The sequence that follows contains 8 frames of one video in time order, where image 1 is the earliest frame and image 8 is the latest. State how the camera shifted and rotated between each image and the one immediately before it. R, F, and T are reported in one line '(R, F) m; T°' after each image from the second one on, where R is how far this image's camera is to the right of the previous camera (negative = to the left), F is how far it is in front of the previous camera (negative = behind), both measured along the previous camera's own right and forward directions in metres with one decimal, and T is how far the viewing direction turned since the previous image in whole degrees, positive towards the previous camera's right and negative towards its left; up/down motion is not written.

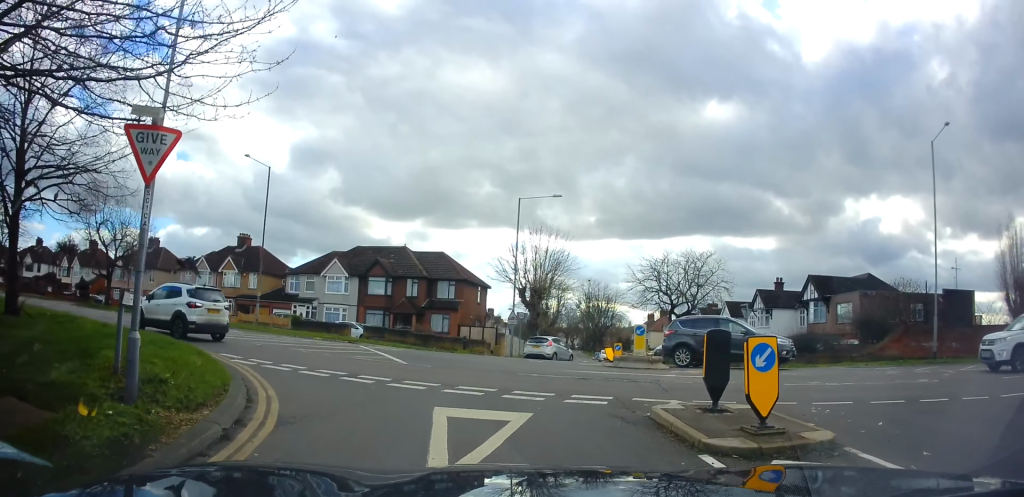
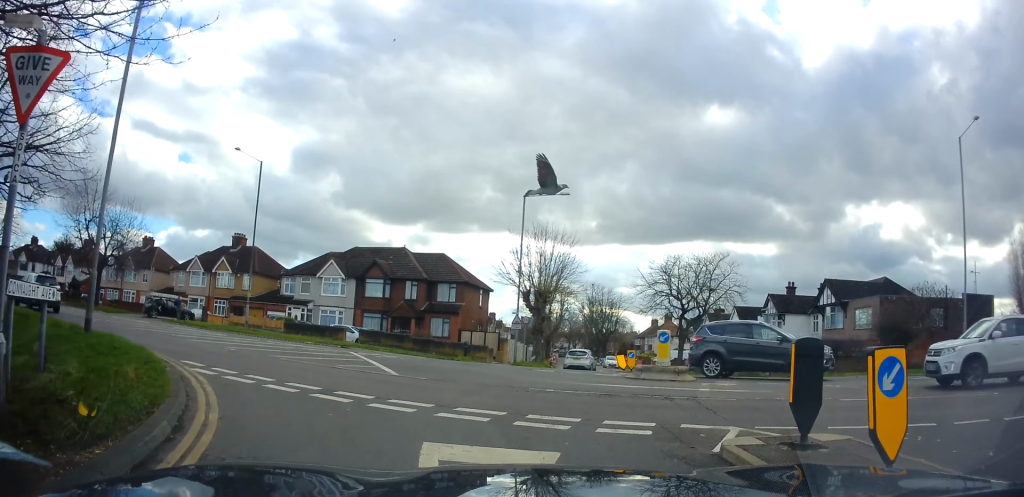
(0.0, +2.0) m; 0°
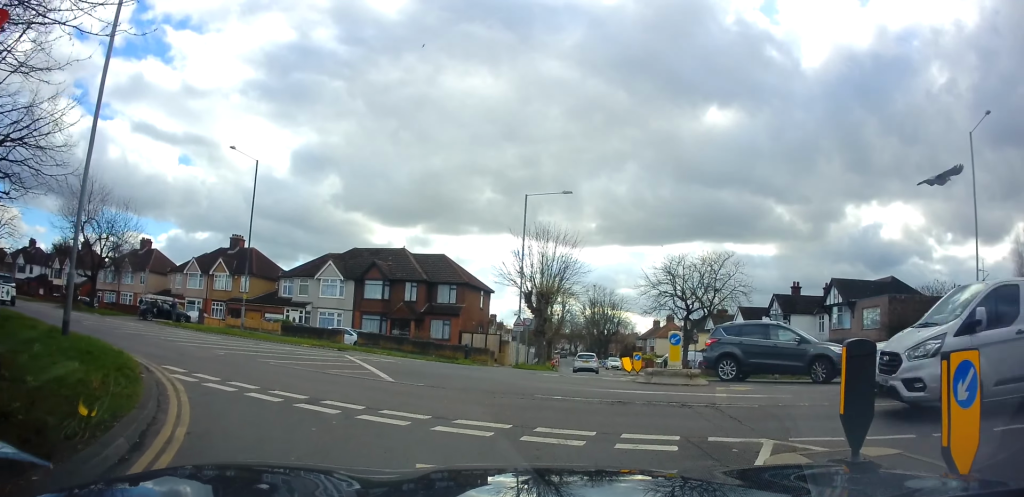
(0.0, +0.9) m; 0°
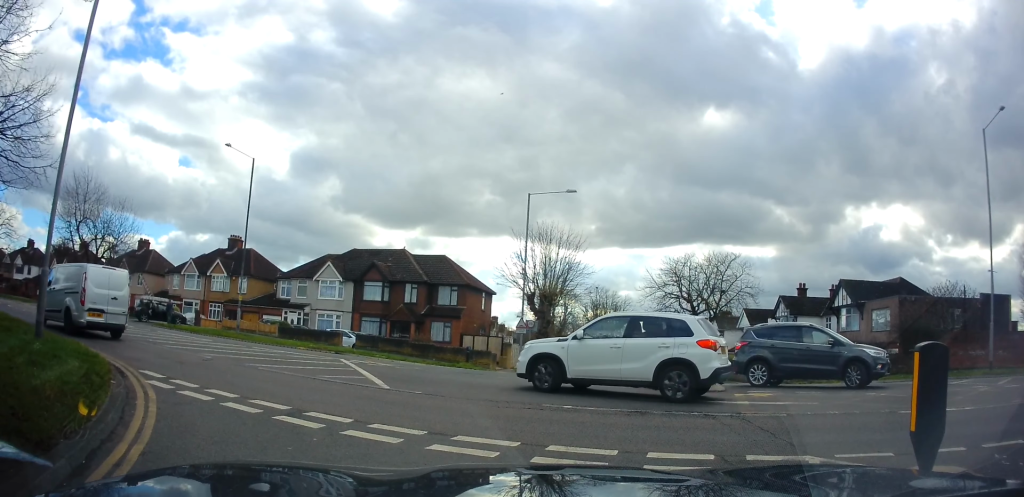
(0.0, +1.7) m; 0°
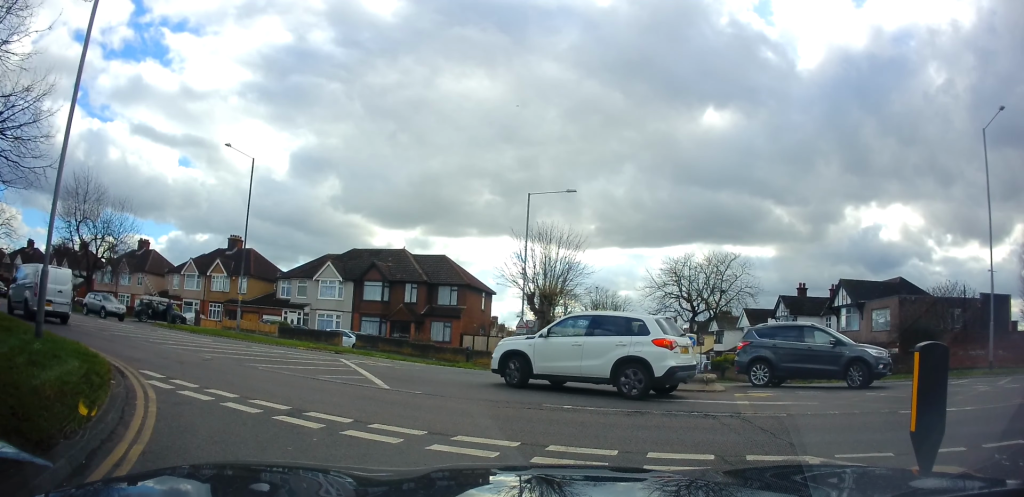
(0.0, 0.0) m; 0°
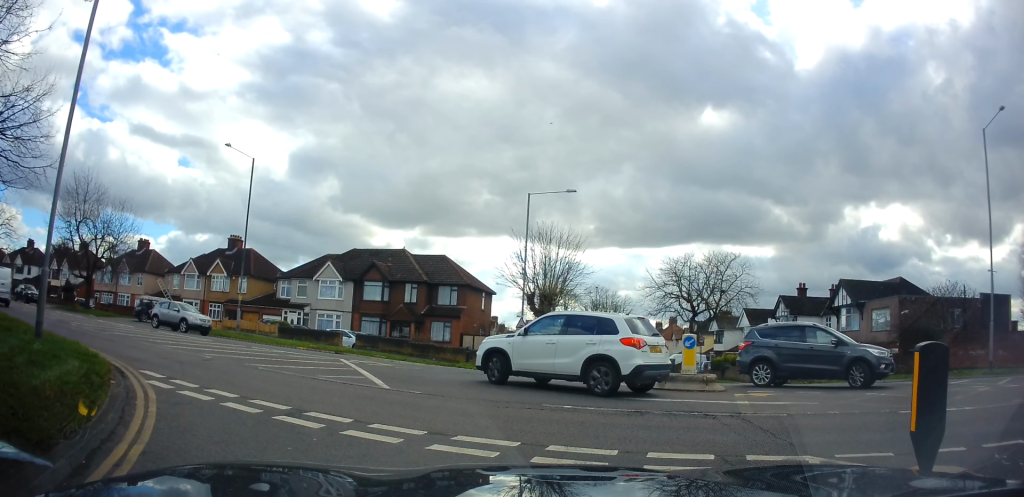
(+0.2, +0.3) m; 0°
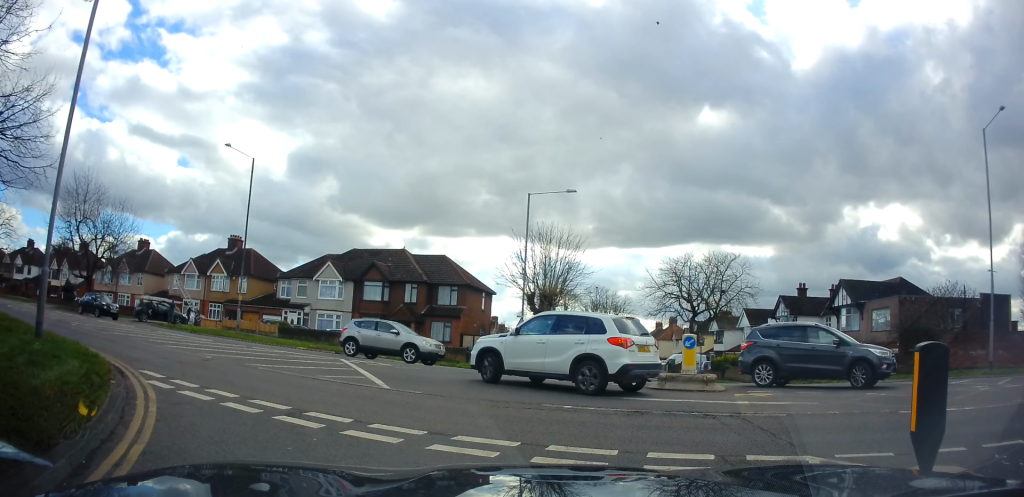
(+0.3, +0.5) m; 0°
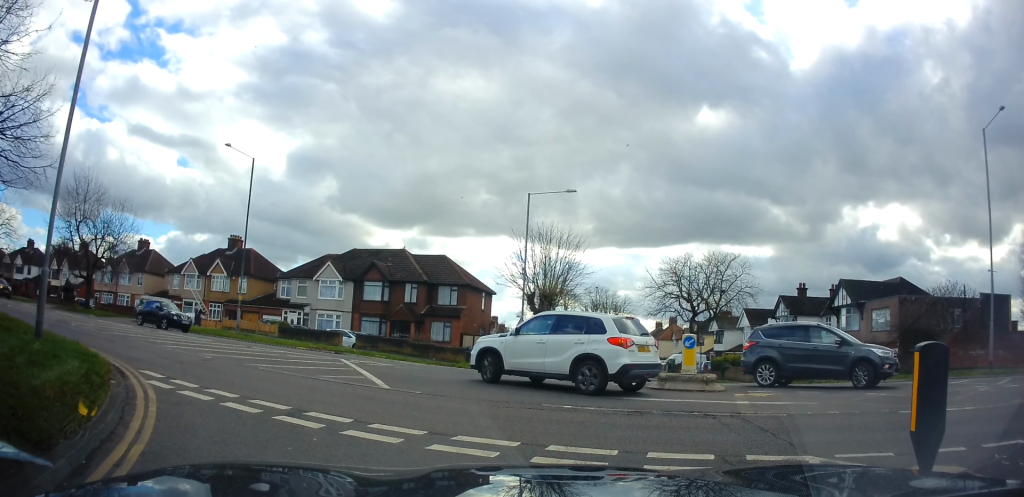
(+0.1, +0.3) m; 0°
